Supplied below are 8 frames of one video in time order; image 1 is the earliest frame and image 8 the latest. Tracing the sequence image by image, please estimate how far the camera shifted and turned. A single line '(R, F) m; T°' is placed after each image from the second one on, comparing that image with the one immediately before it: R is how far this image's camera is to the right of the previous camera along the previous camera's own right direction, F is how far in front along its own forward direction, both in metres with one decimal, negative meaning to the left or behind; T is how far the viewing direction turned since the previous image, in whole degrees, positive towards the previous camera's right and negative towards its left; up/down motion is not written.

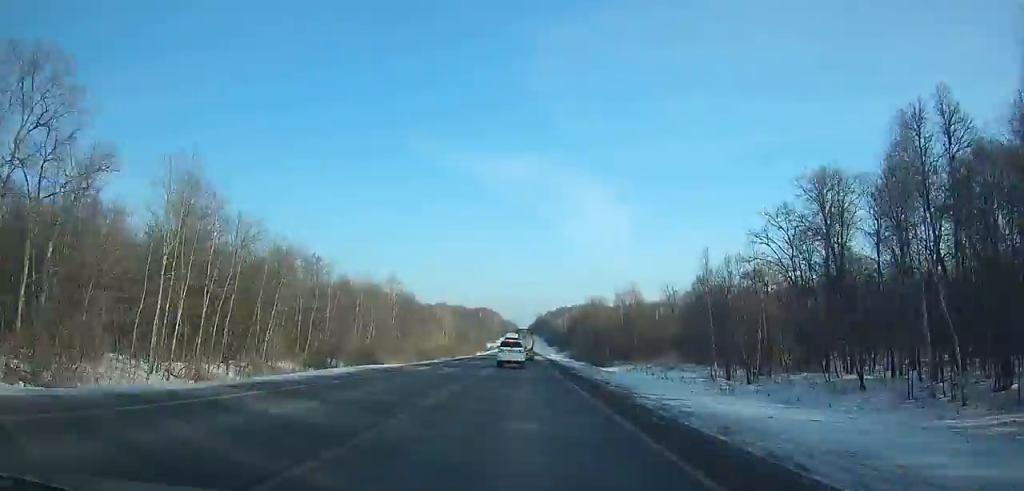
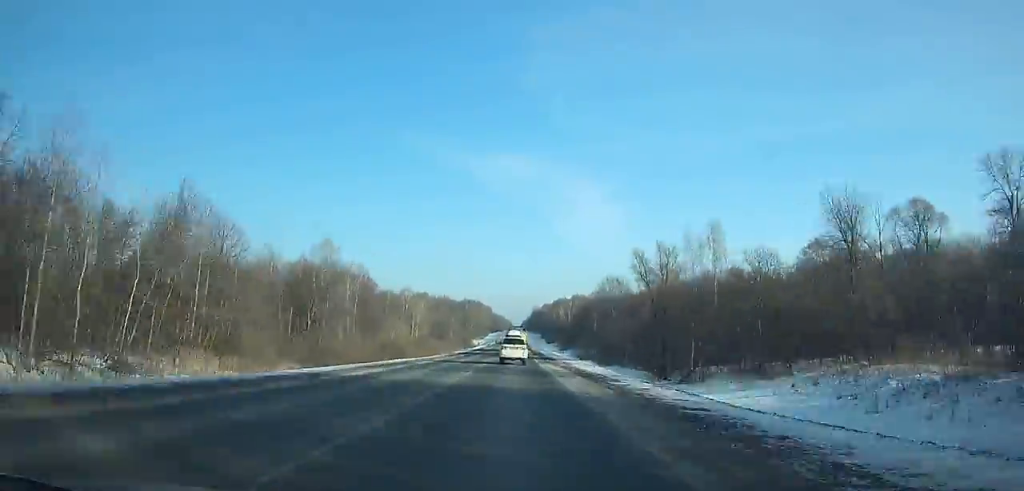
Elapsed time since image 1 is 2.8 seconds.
(+0.4, +62.0) m; 0°
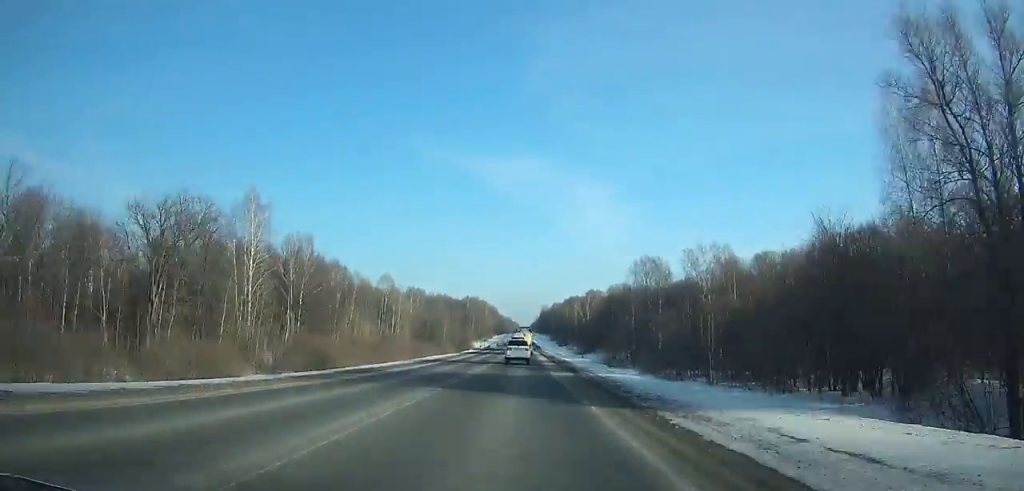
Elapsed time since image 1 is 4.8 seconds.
(-0.1, +43.7) m; 0°
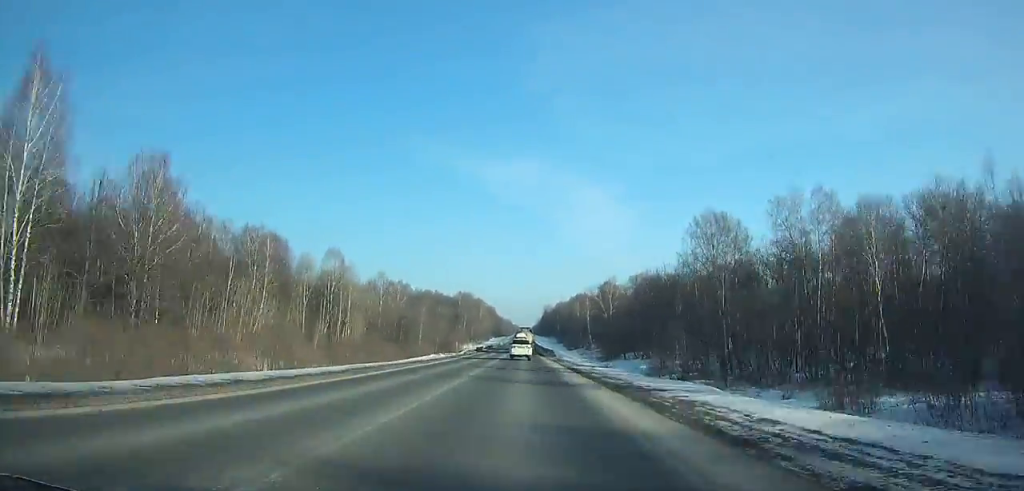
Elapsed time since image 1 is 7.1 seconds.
(-0.3, +50.0) m; 0°
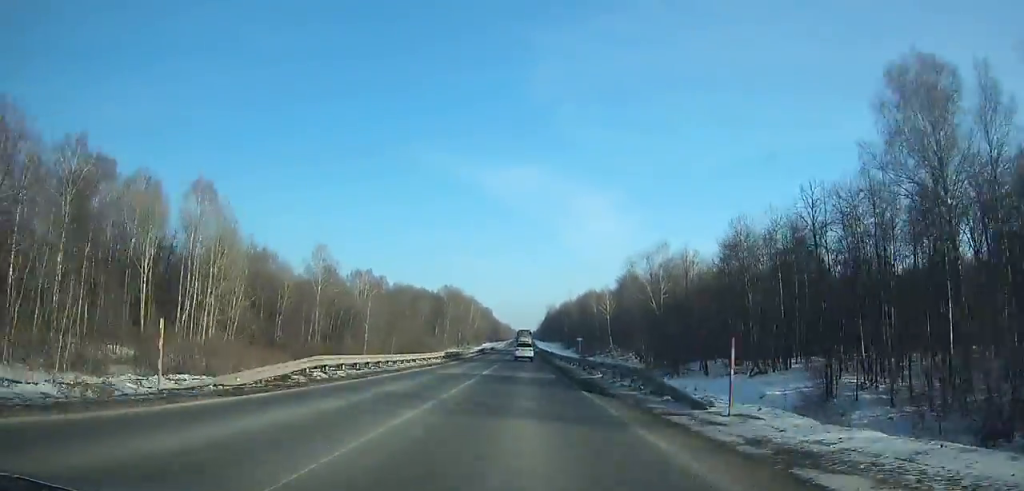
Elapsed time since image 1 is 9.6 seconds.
(+0.2, +54.1) m; 0°
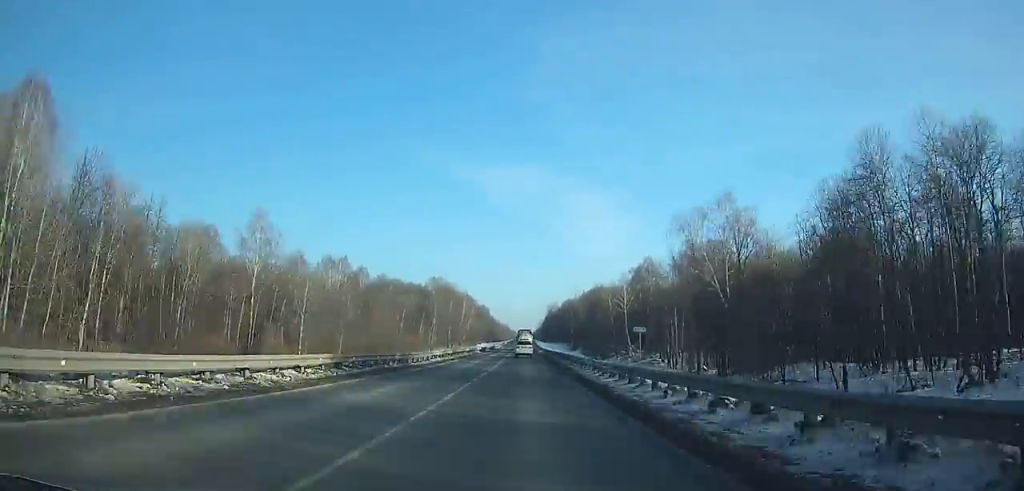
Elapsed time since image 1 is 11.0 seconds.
(+0.1, +30.4) m; 0°
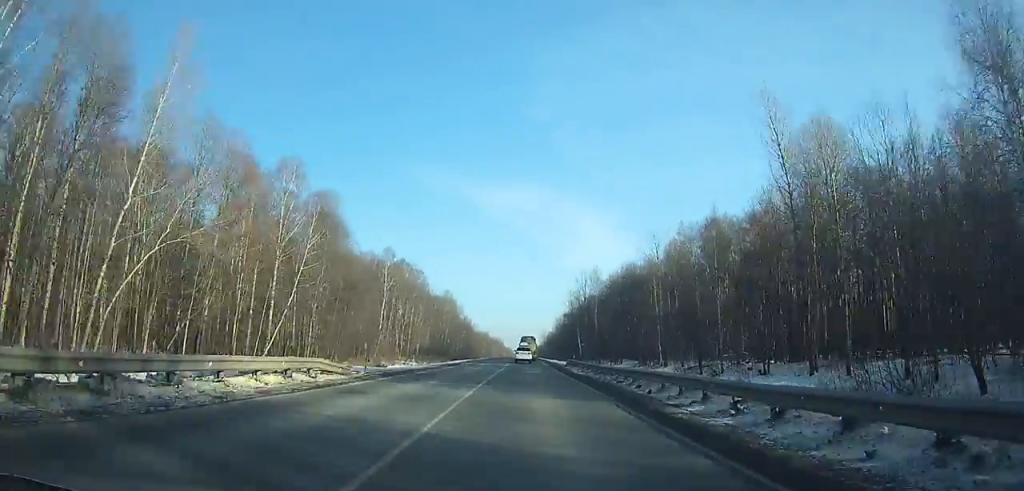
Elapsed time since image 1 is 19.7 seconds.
(0.0, +191.0) m; 0°
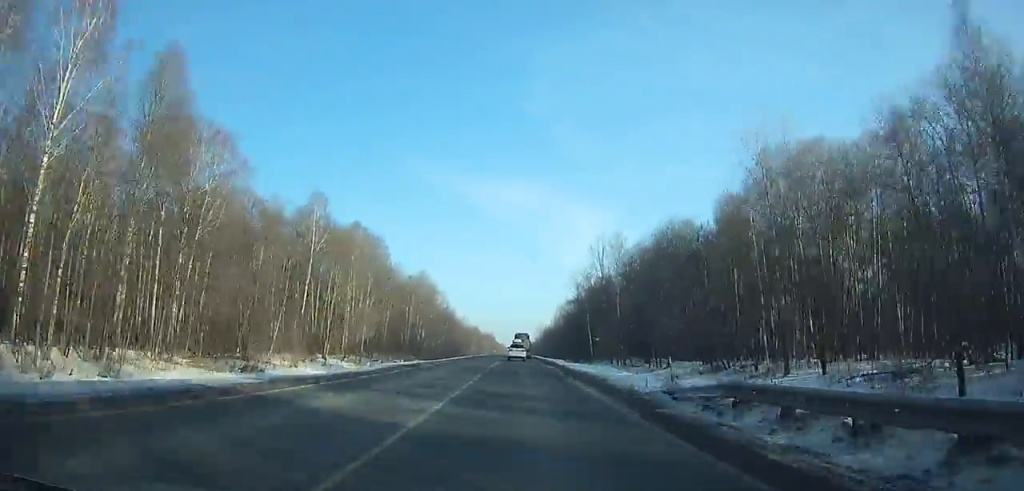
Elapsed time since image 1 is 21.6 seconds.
(0.0, +42.4) m; 0°
